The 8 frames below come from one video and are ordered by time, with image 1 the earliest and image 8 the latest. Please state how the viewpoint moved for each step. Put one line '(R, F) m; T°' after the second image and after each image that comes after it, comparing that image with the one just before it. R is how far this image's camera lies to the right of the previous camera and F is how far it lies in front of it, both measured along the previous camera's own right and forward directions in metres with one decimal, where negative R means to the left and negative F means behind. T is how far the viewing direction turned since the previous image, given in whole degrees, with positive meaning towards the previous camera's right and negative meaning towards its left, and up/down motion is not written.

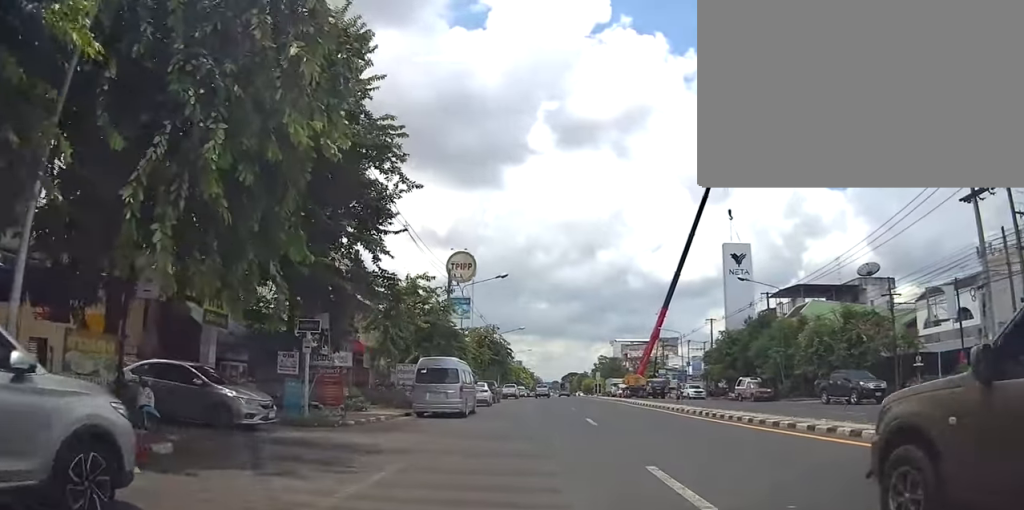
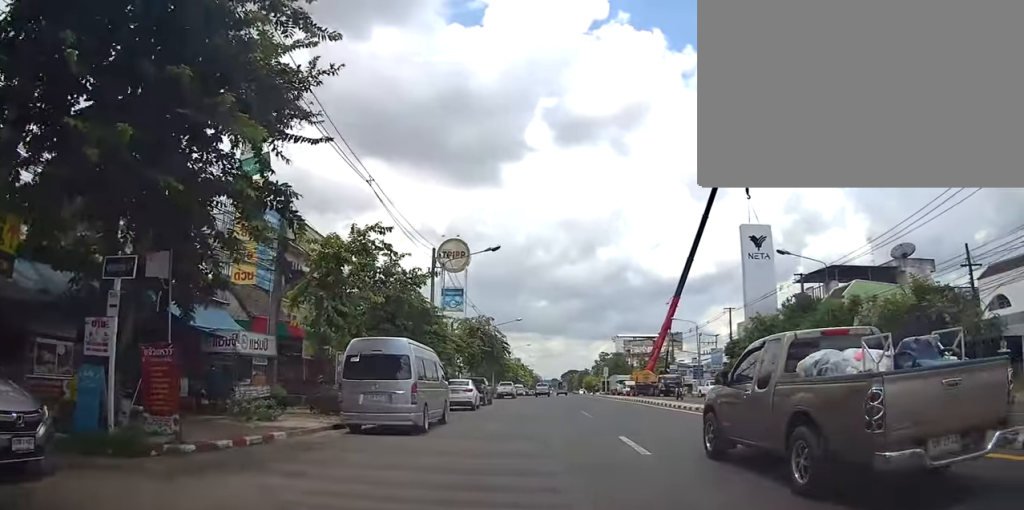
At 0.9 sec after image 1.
(-0.1, +8.1) m; 0°
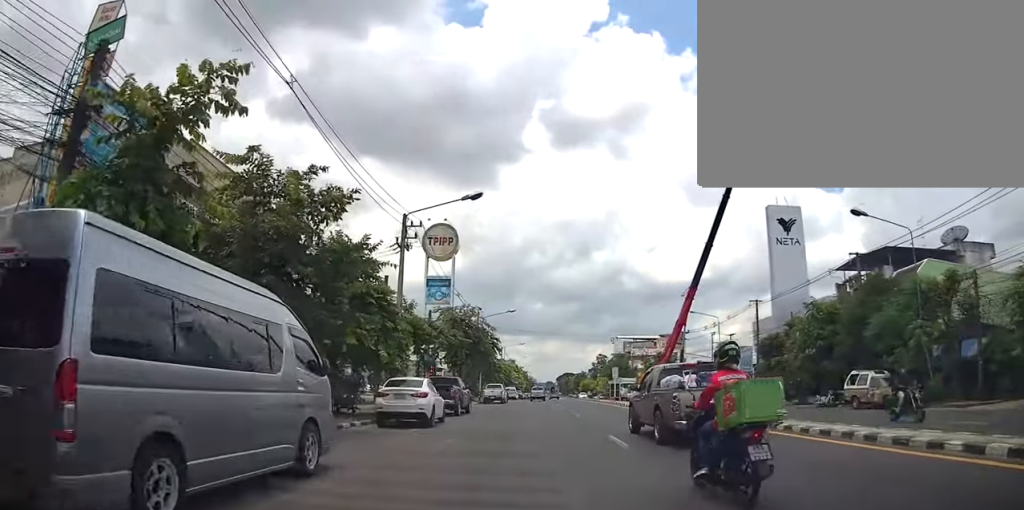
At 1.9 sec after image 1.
(+0.2, +10.2) m; +3°
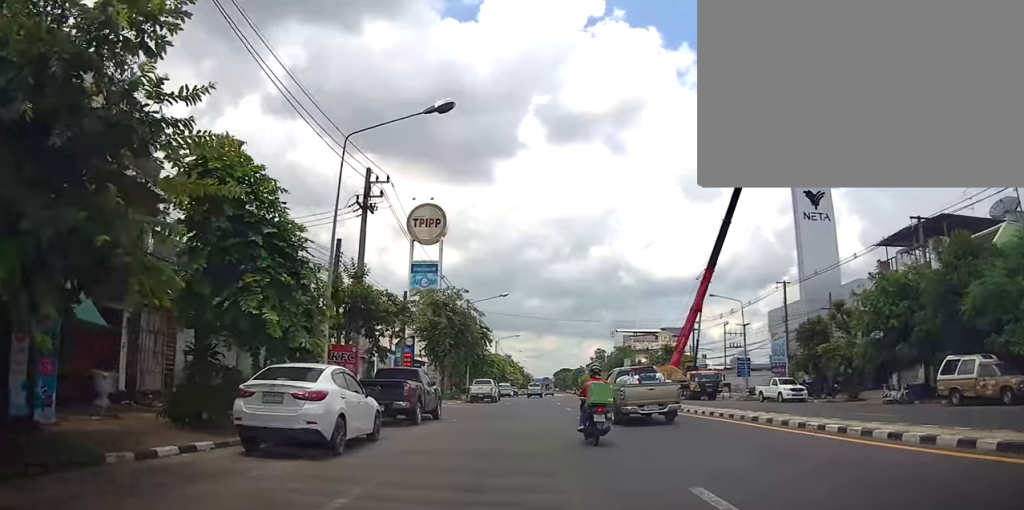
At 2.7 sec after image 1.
(+0.2, +8.1) m; +2°
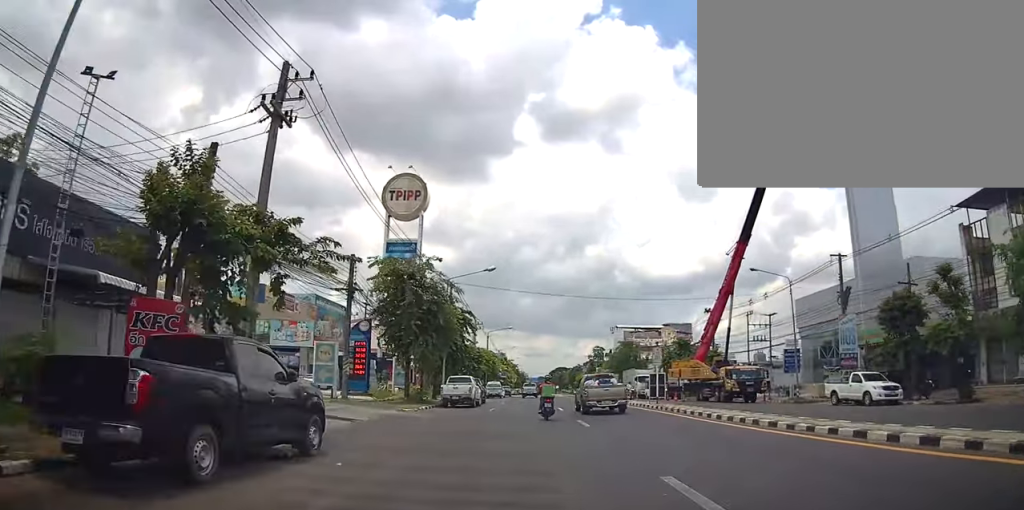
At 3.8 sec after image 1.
(+0.1, +11.2) m; -2°
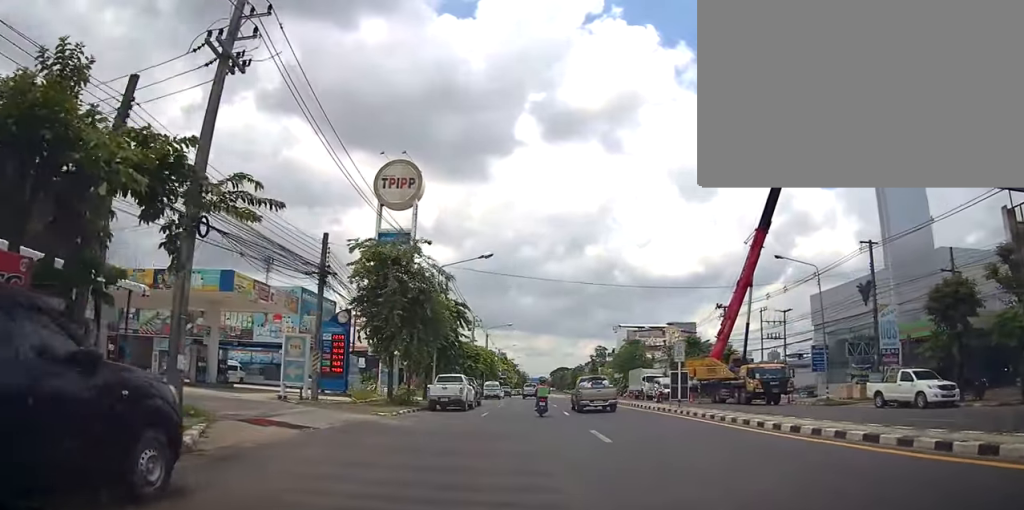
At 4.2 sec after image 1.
(0.0, +4.2) m; -2°
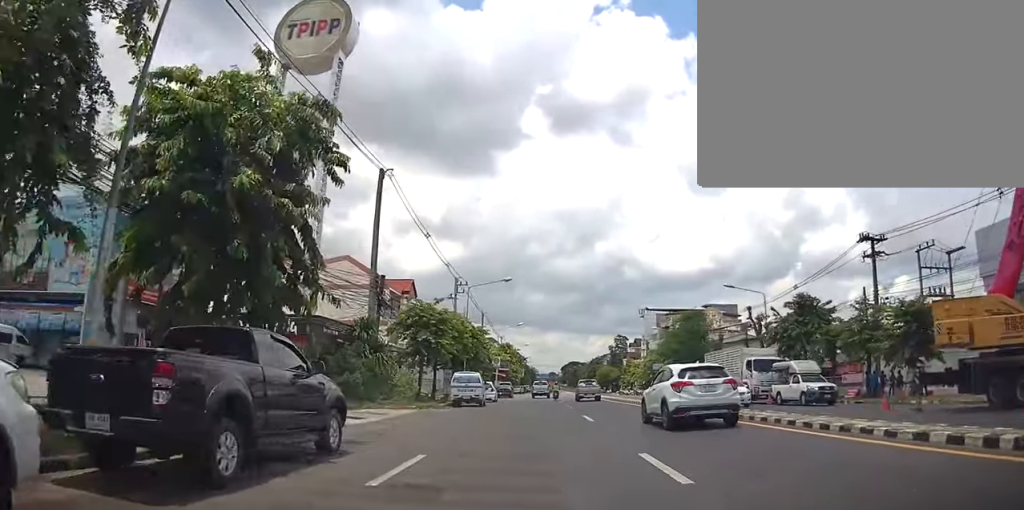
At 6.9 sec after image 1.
(-0.8, +28.3) m; +4°
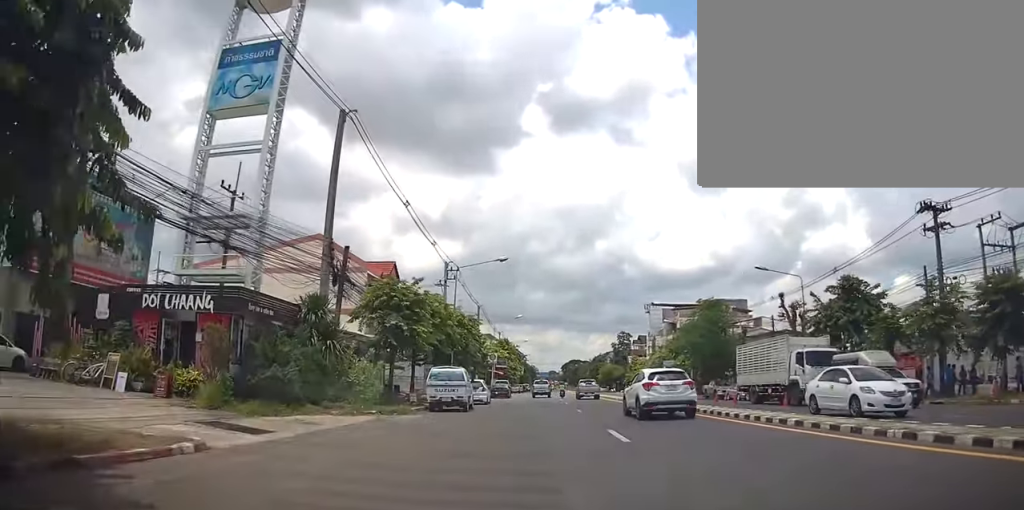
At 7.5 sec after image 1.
(+0.4, +6.7) m; +2°
